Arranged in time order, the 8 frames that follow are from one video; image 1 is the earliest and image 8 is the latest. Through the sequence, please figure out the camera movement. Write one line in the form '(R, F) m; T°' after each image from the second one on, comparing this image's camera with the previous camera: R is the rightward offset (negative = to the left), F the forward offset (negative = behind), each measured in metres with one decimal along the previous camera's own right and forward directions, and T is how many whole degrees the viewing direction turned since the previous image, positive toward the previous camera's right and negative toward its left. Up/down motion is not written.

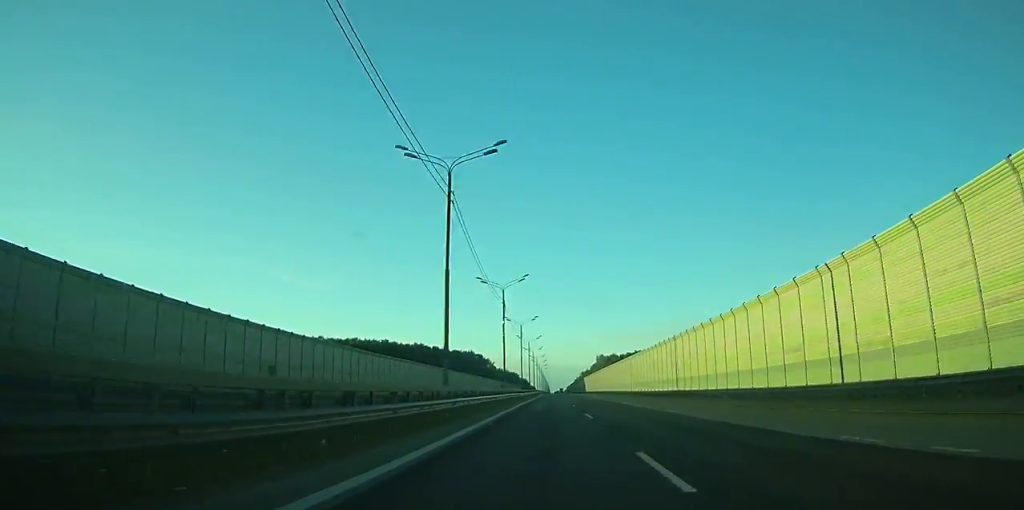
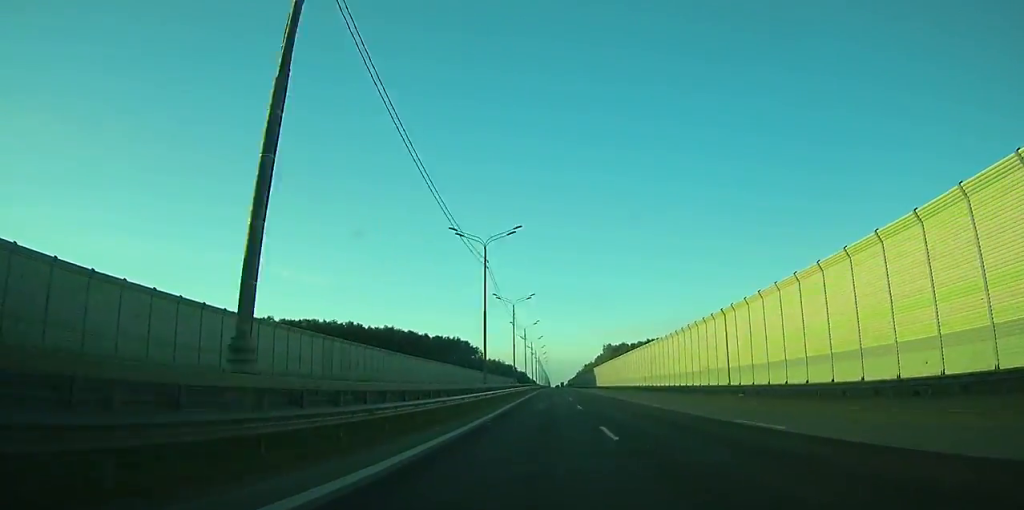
(0.0, +55.8) m; 0°
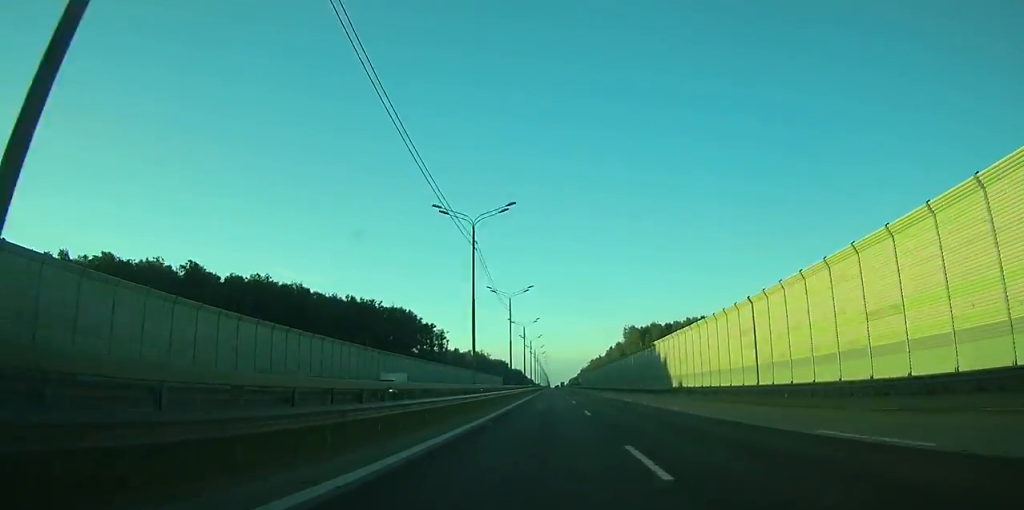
(-0.1, +117.8) m; 0°
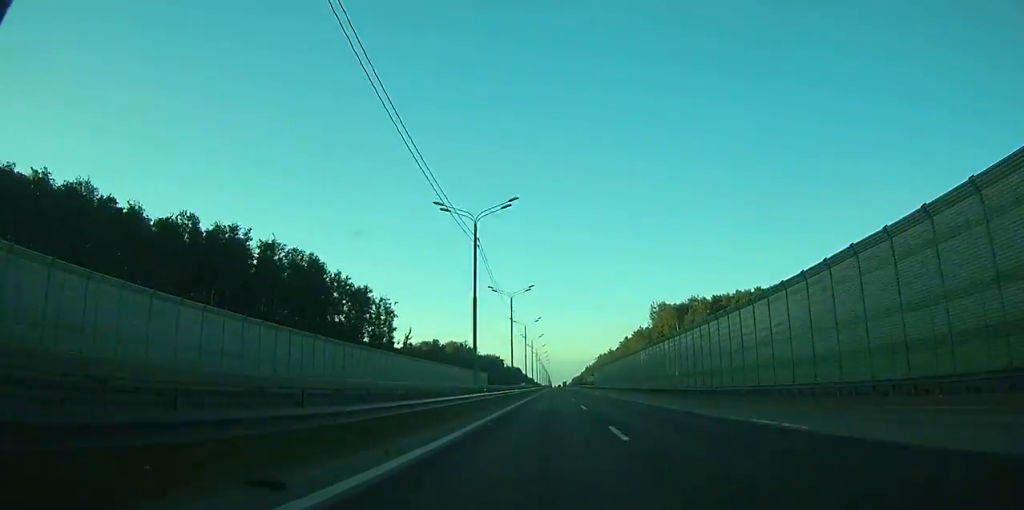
(0.0, +73.9) m; 0°
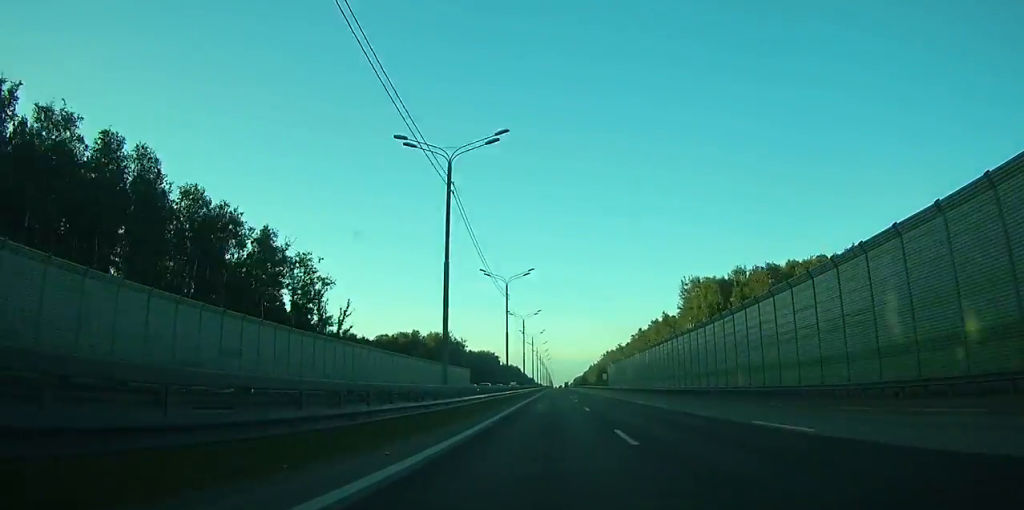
(0.0, +48.0) m; 0°
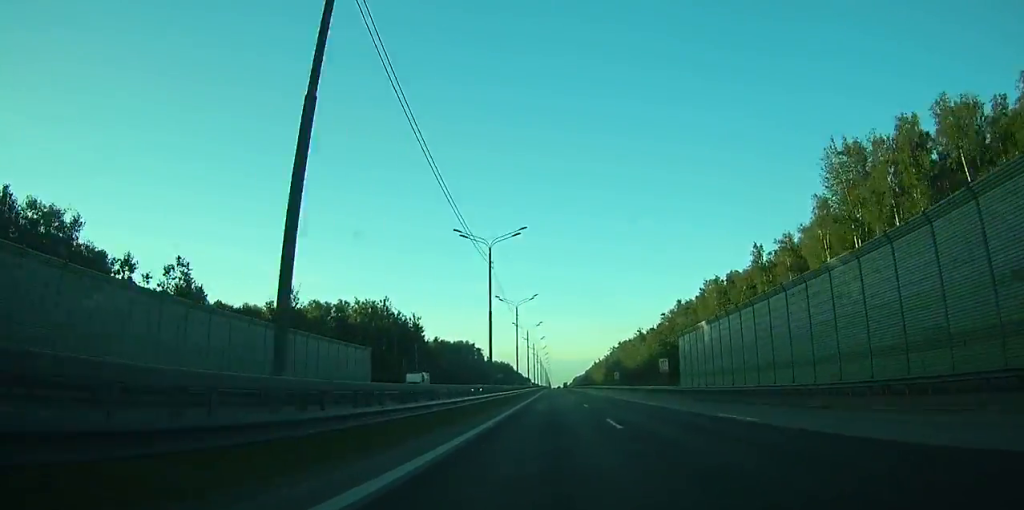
(+0.1, +88.7) m; 0°
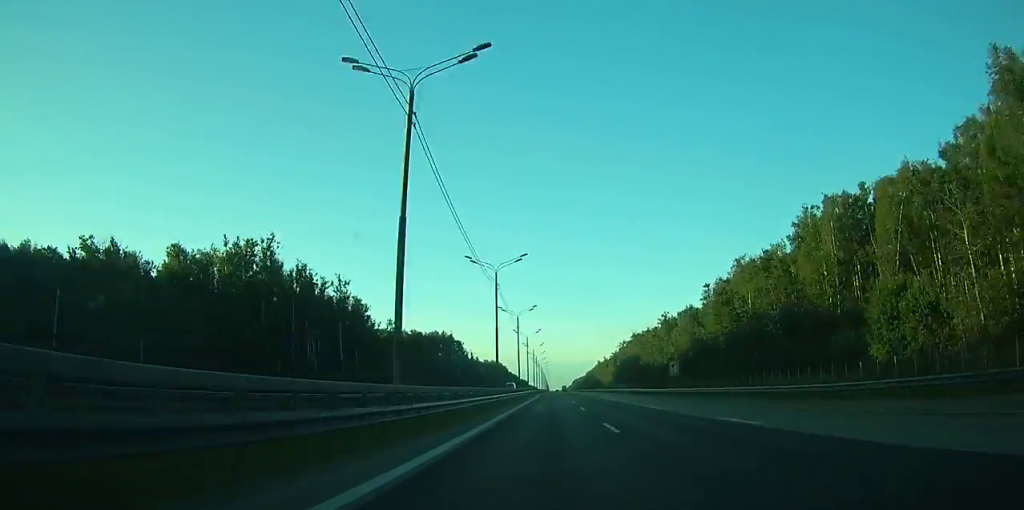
(0.0, +63.2) m; 0°
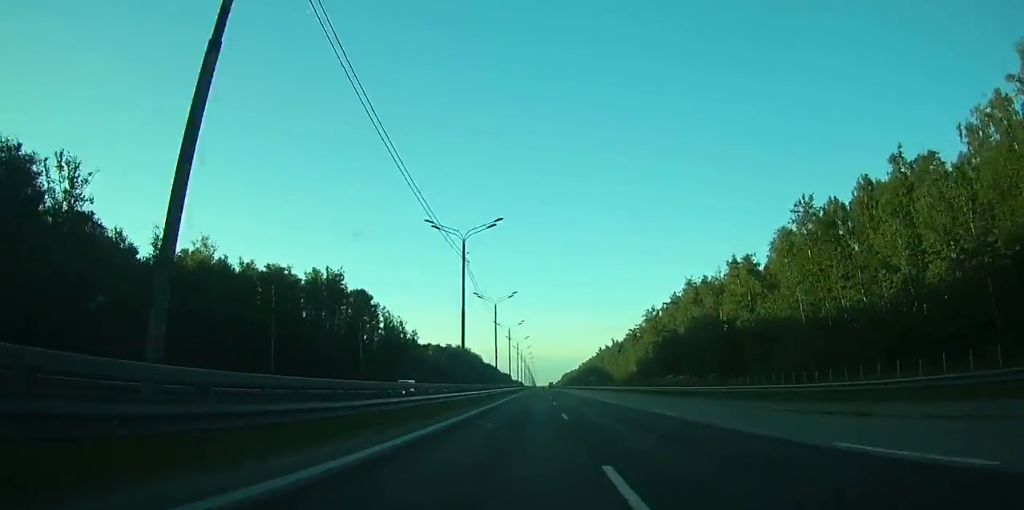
(+1.1, +127.2) m; +1°
